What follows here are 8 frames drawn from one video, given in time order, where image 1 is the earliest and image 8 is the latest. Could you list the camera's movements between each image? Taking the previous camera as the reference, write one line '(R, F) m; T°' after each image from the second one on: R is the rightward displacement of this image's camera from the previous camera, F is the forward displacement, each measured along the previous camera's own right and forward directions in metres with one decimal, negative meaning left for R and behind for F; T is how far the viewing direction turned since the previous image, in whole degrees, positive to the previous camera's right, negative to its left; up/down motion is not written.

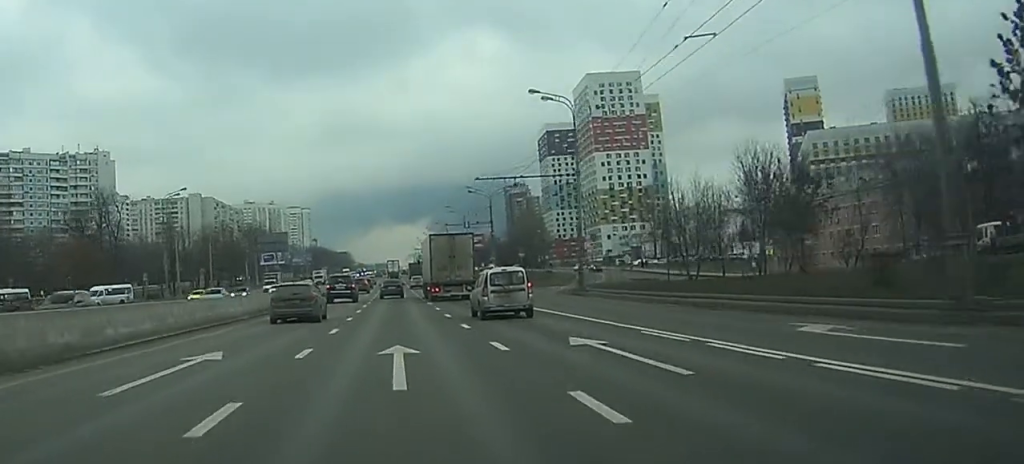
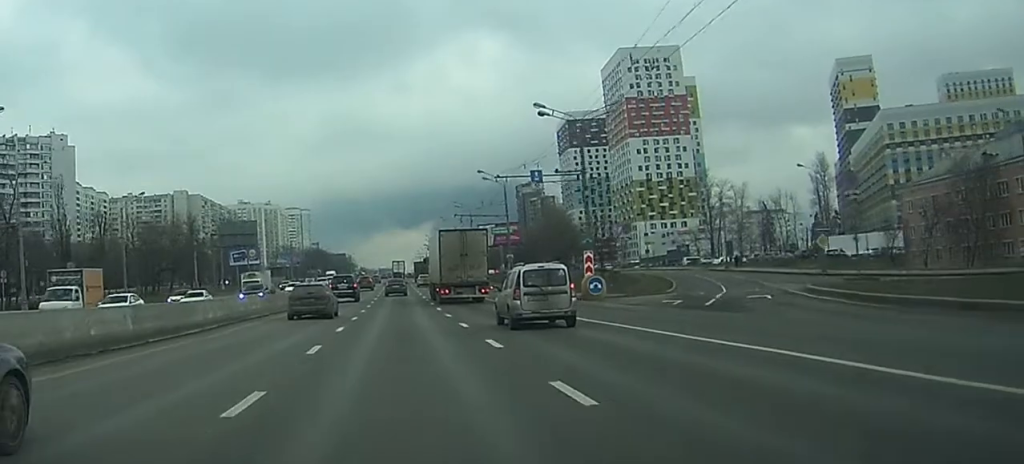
(-0.2, +45.8) m; 0°
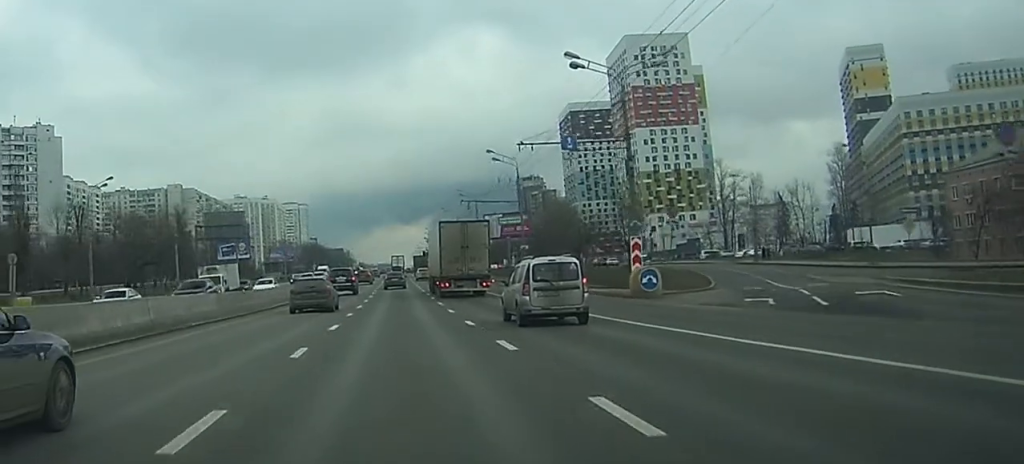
(0.0, +10.1) m; 0°
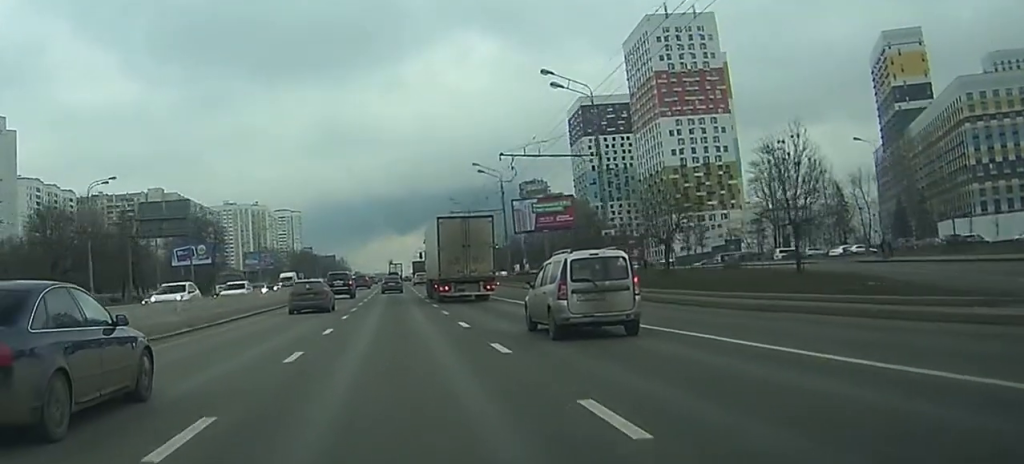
(+0.1, +31.5) m; 0°
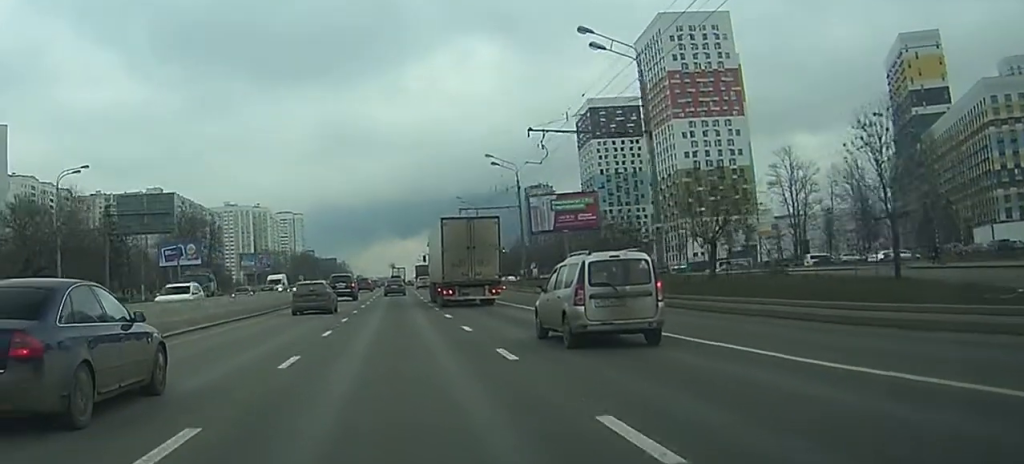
(0.0, +8.6) m; 0°
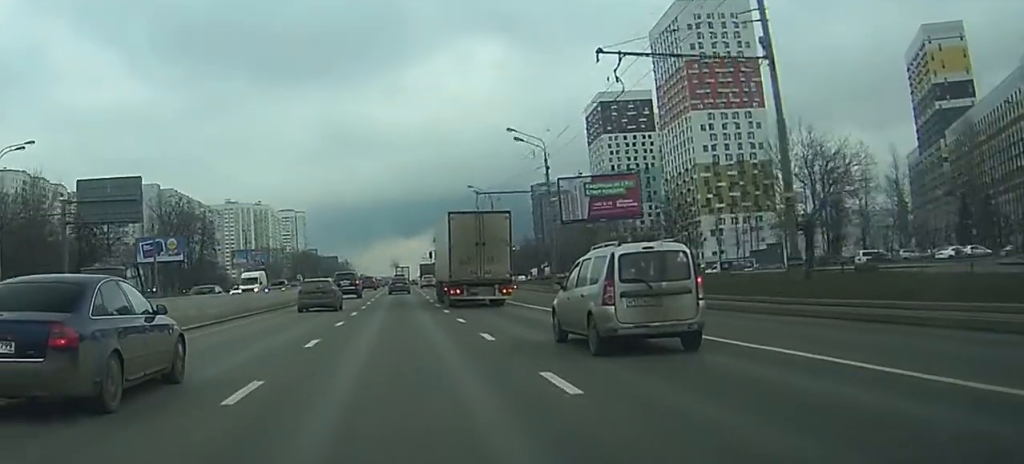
(0.0, +12.4) m; 0°
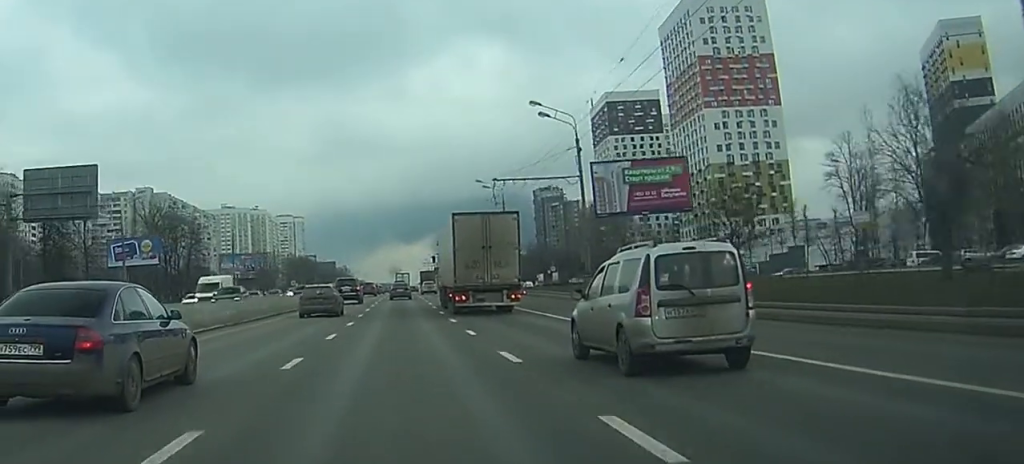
(0.0, +11.3) m; 0°
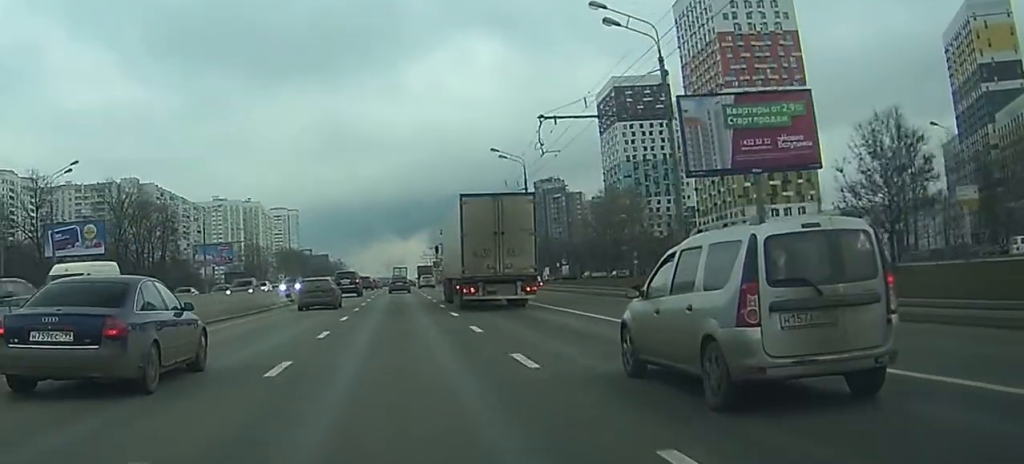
(0.0, +17.6) m; 0°
